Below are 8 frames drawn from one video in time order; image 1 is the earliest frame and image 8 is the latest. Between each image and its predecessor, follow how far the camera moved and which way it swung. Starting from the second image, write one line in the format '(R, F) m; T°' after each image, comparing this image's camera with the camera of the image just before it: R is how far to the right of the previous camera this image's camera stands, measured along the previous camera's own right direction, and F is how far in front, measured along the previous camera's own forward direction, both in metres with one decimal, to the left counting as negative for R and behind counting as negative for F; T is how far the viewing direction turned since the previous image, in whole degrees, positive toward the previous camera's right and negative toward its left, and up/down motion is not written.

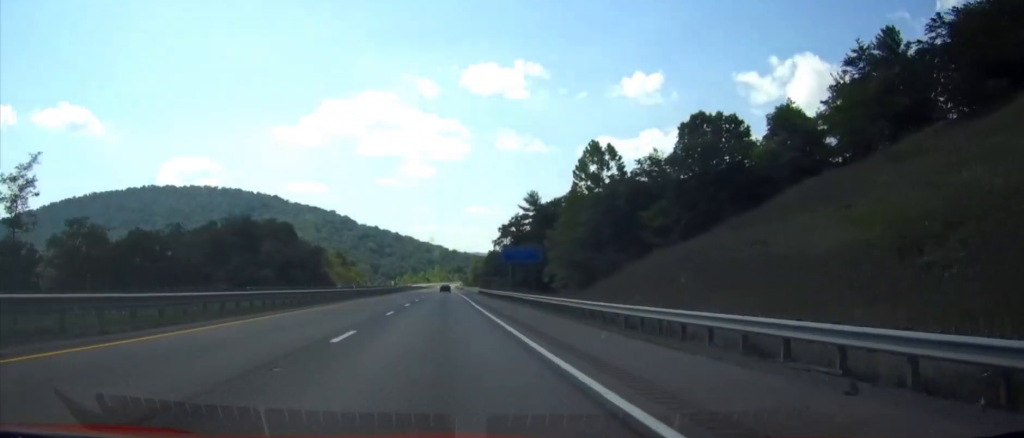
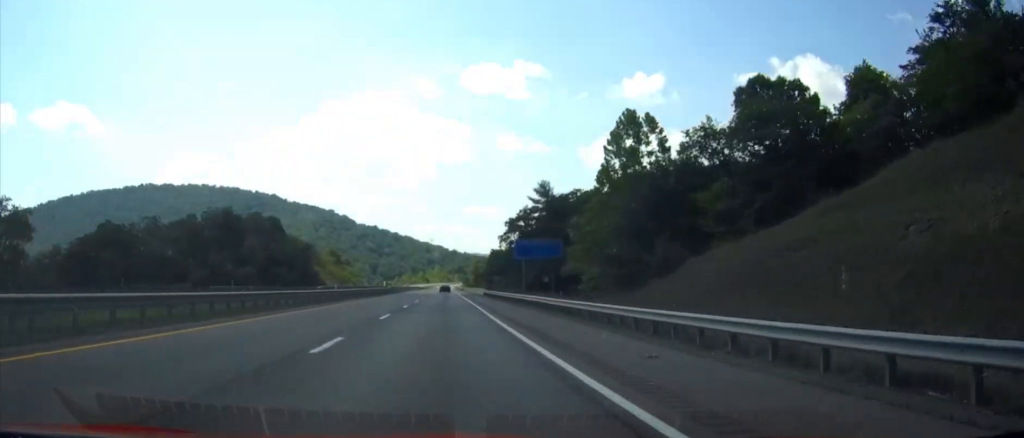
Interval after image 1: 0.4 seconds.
(0.0, +14.6) m; 0°
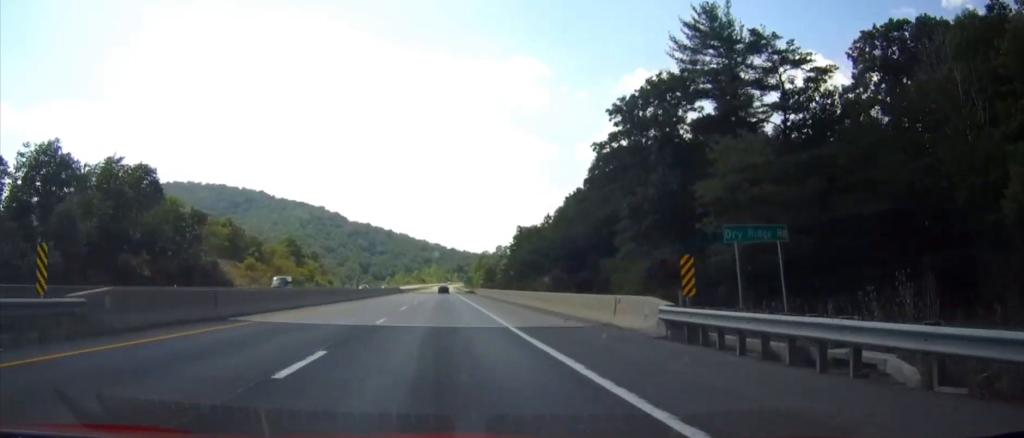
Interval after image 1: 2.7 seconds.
(+0.1, +76.5) m; 0°
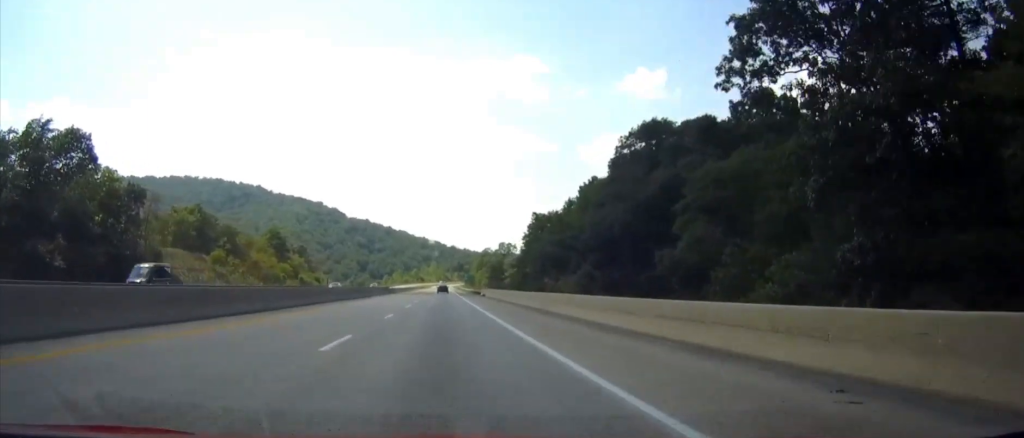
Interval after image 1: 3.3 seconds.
(0.0, +21.4) m; 0°
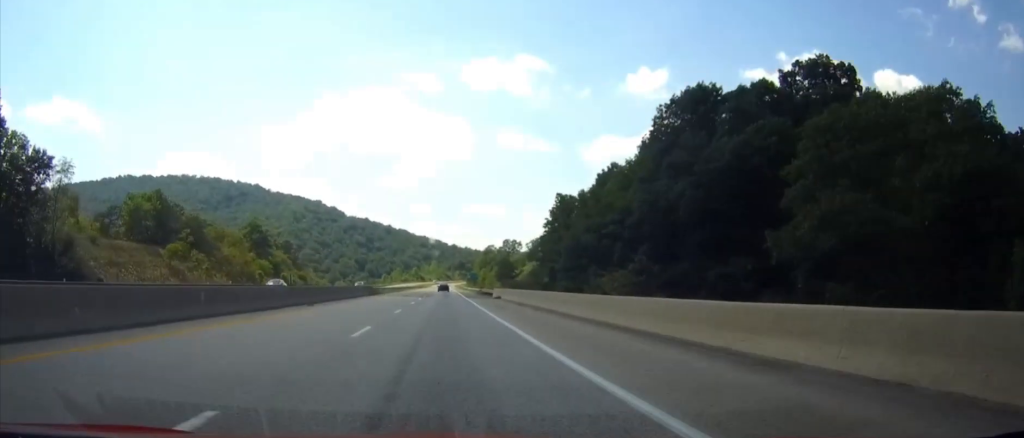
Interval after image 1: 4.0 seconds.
(0.0, +21.4) m; 0°
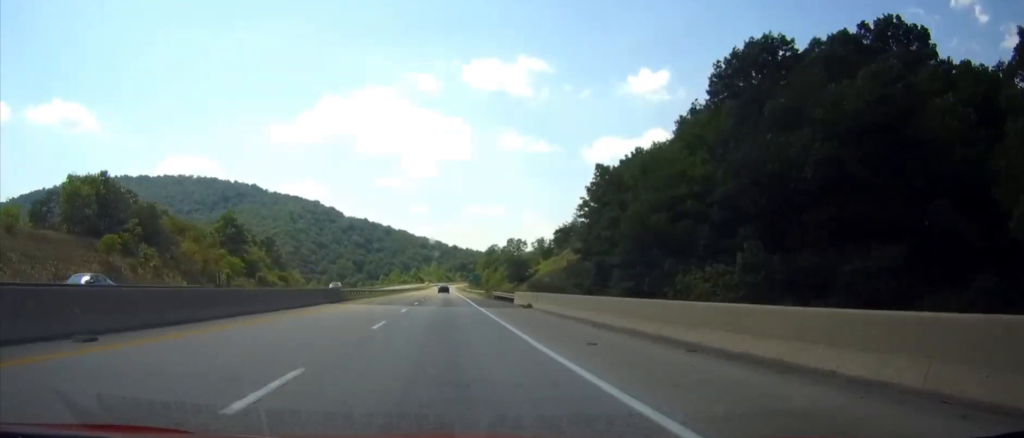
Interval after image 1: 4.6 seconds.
(0.0, +21.4) m; 0°
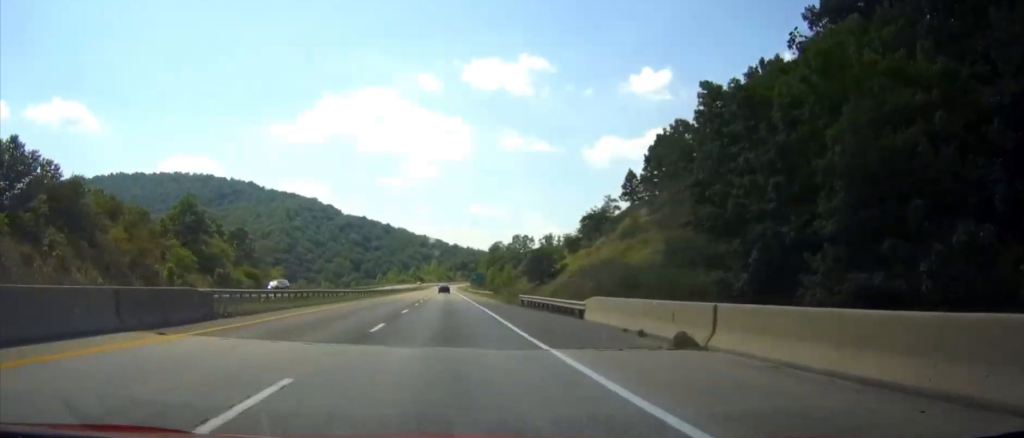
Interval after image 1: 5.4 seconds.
(+0.1, +26.0) m; 0°
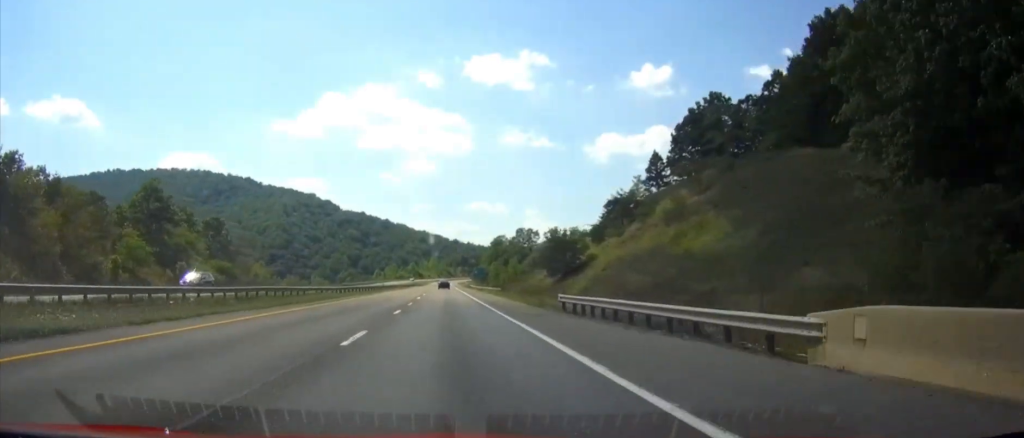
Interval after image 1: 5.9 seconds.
(-0.1, +17.0) m; 0°
